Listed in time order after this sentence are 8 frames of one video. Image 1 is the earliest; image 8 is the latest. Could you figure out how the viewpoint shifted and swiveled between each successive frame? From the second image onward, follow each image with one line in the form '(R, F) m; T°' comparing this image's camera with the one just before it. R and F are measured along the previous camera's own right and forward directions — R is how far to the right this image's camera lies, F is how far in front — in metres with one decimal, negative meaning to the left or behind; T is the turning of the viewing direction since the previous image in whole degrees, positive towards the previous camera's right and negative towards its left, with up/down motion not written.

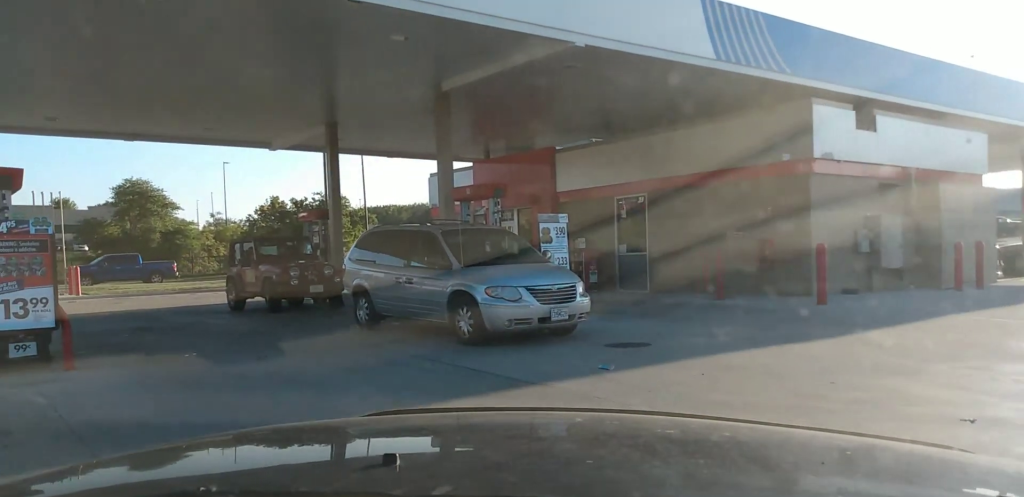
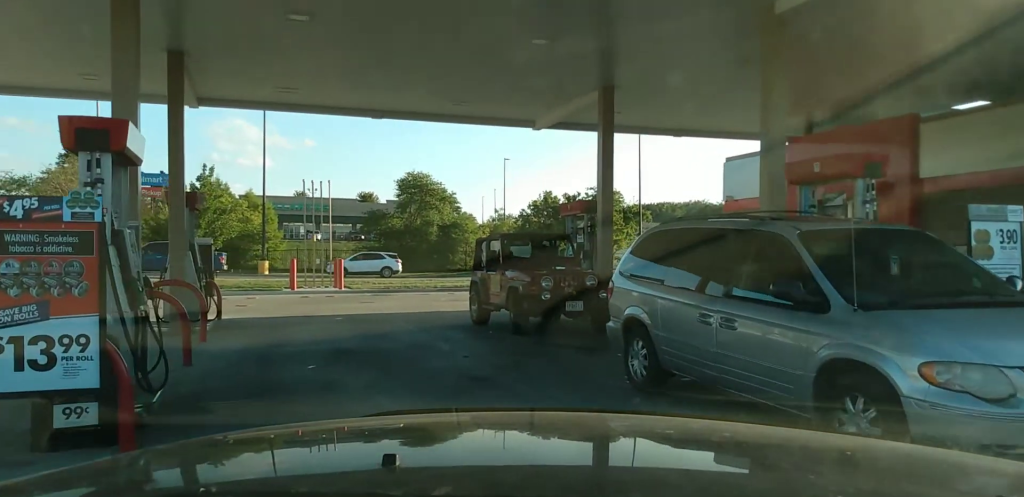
(-0.7, +4.9) m; -14°
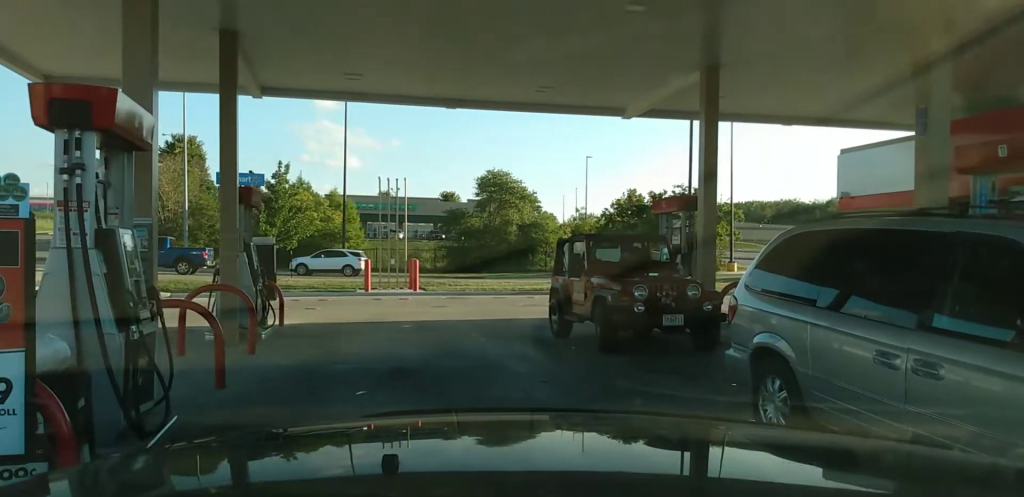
(-0.1, +1.6) m; -5°
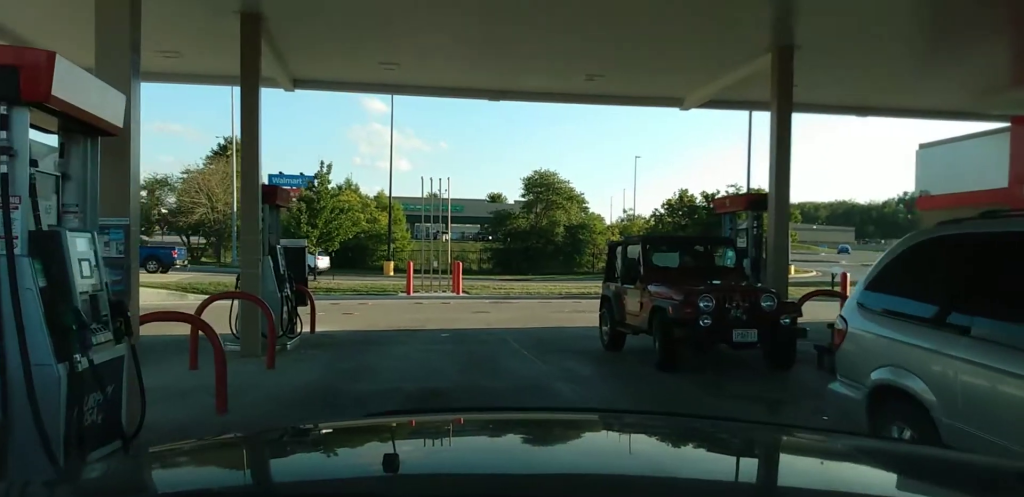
(0.0, +1.0) m; -2°
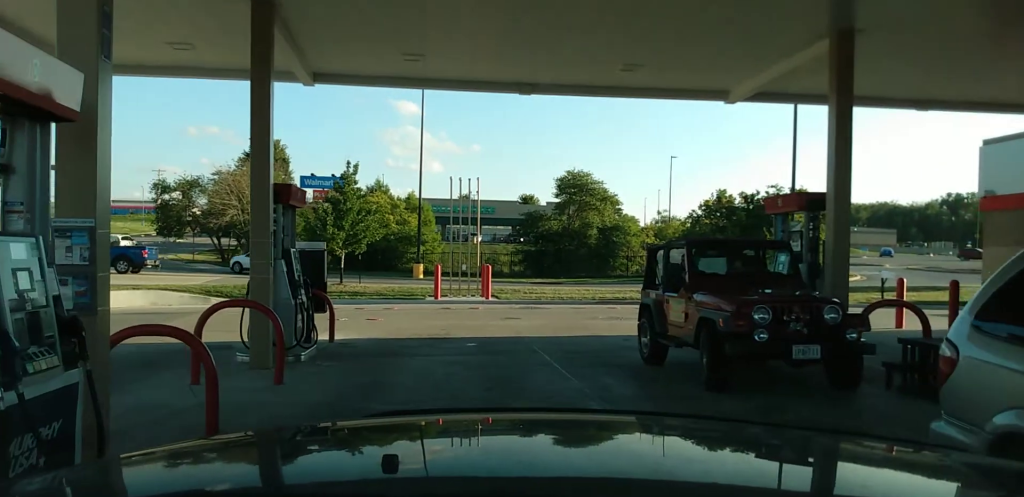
(0.0, +0.9) m; -2°
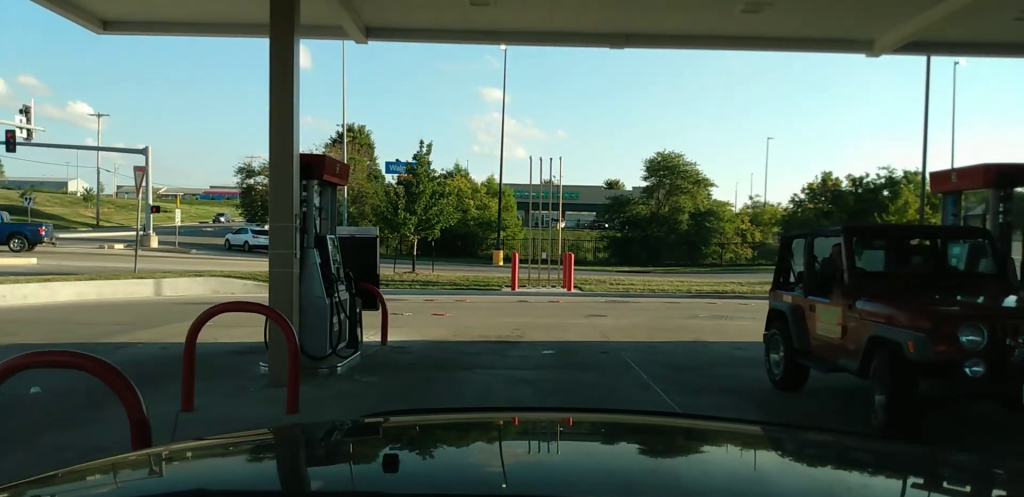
(-0.1, +1.8) m; -3°
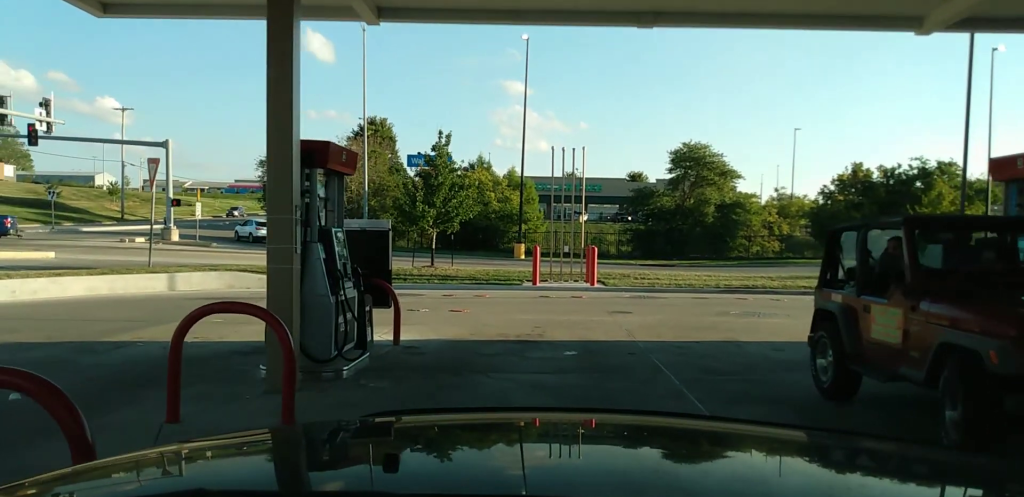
(0.0, +0.7) m; 0°
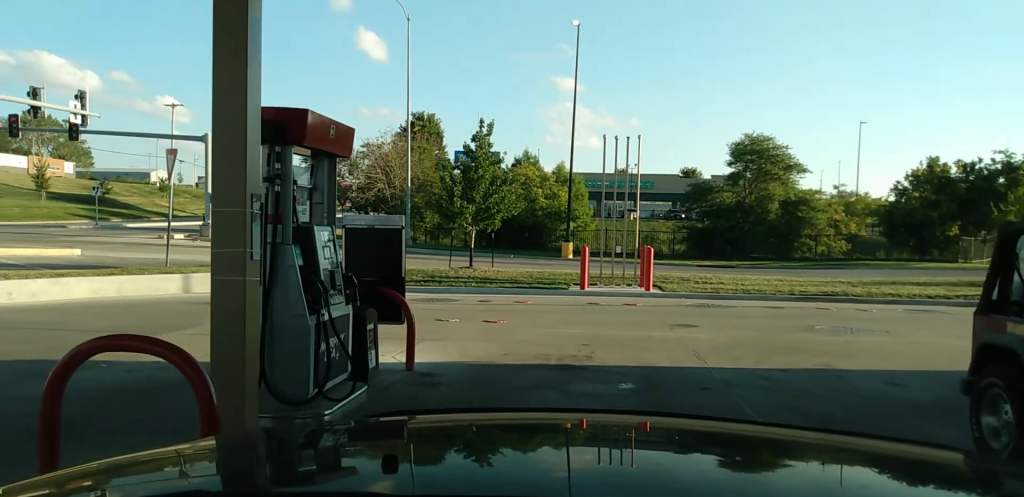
(0.0, +1.6) m; -3°
